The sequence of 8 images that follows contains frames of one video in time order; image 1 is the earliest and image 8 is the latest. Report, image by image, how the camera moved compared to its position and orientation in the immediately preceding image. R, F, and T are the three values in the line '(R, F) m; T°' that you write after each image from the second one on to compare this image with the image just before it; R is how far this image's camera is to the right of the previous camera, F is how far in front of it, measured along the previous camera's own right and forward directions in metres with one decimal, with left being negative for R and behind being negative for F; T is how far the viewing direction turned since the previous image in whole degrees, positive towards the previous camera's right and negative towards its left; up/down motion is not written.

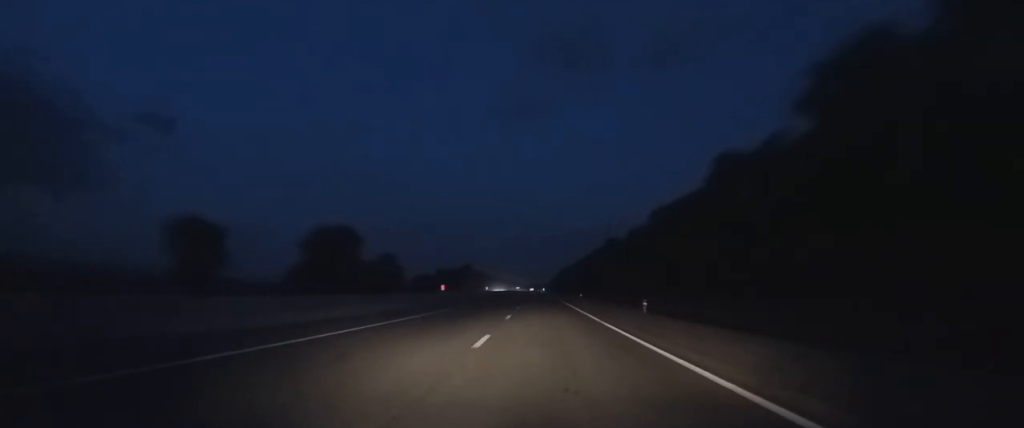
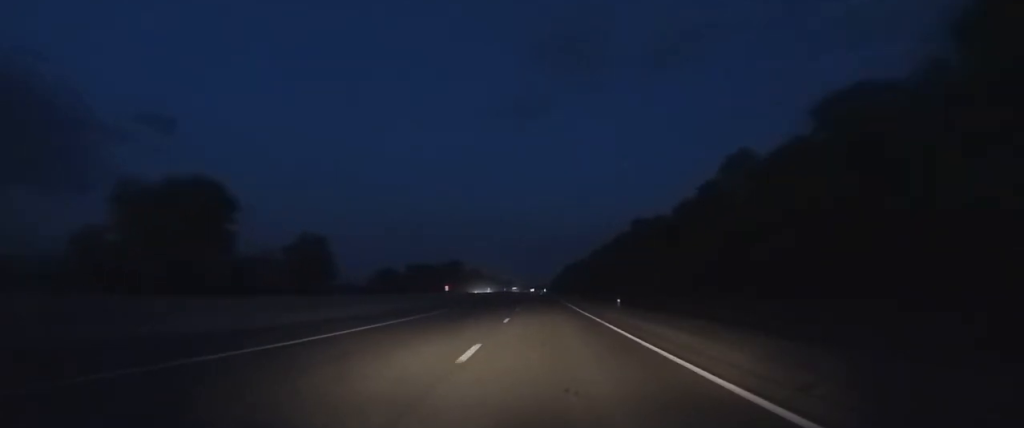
(+0.1, +37.1) m; 0°
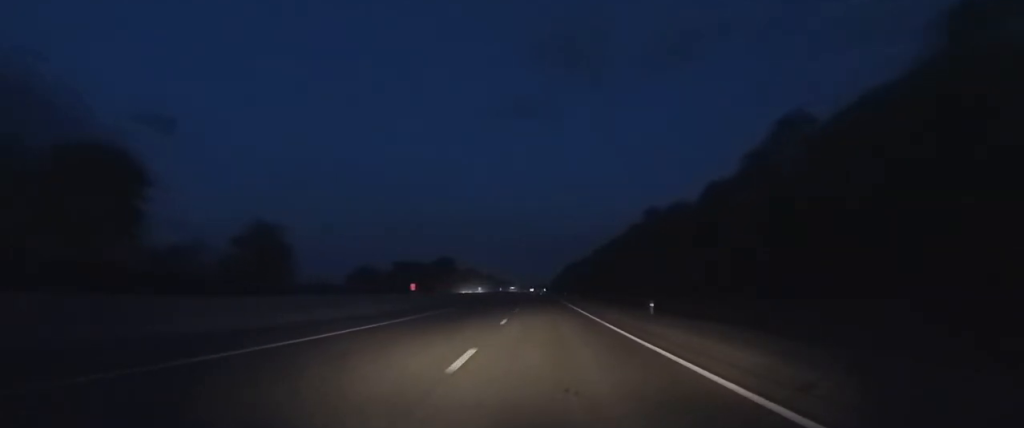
(0.0, +11.7) m; 0°
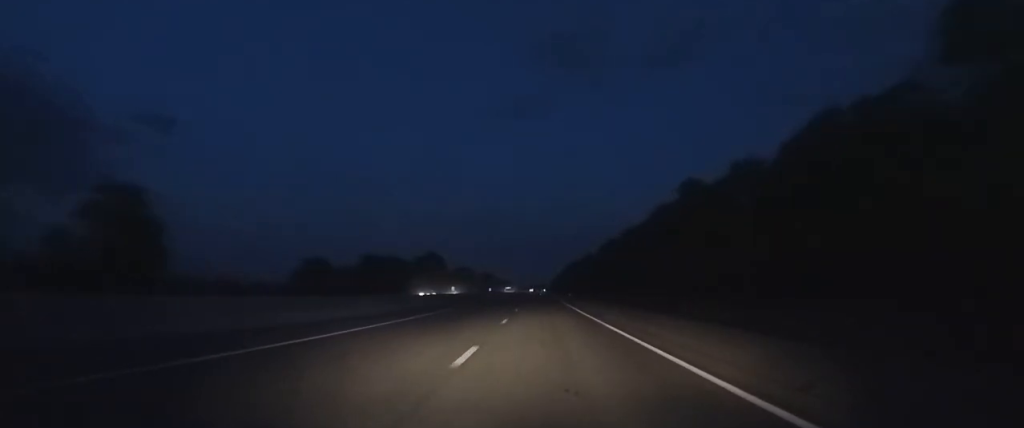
(0.0, +20.0) m; 0°
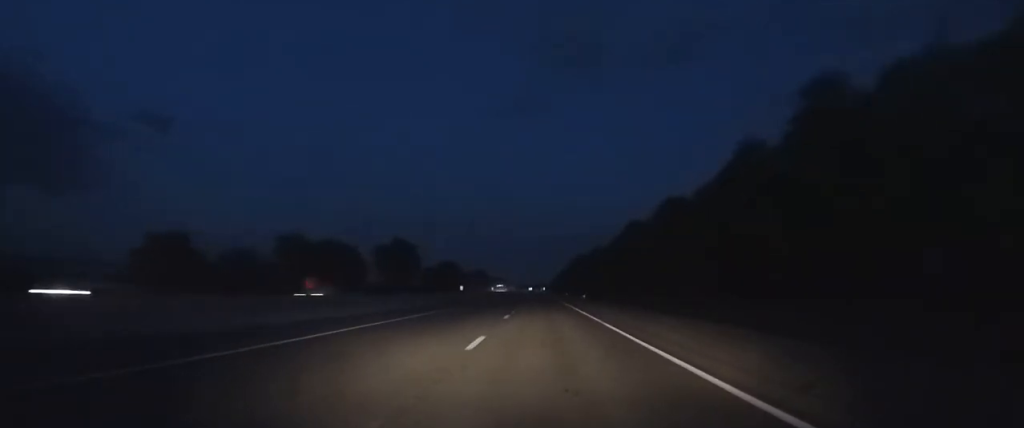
(0.0, +29.9) m; 0°
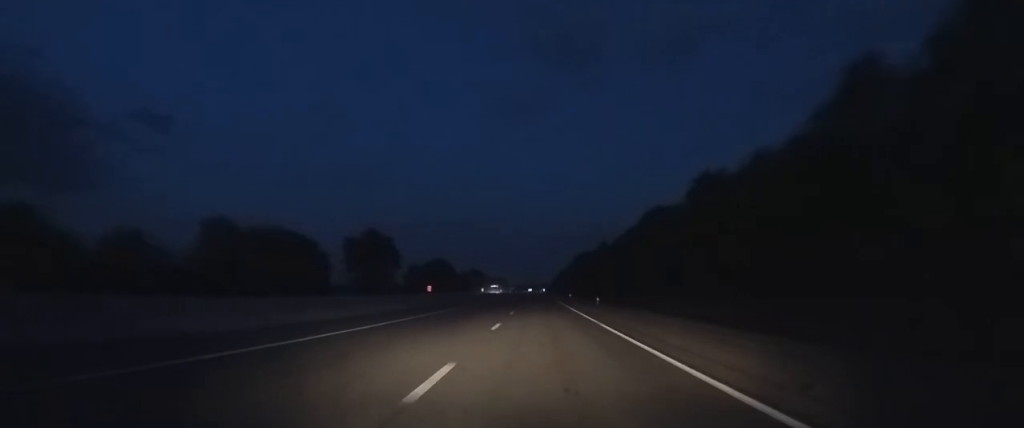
(0.0, +16.4) m; 0°
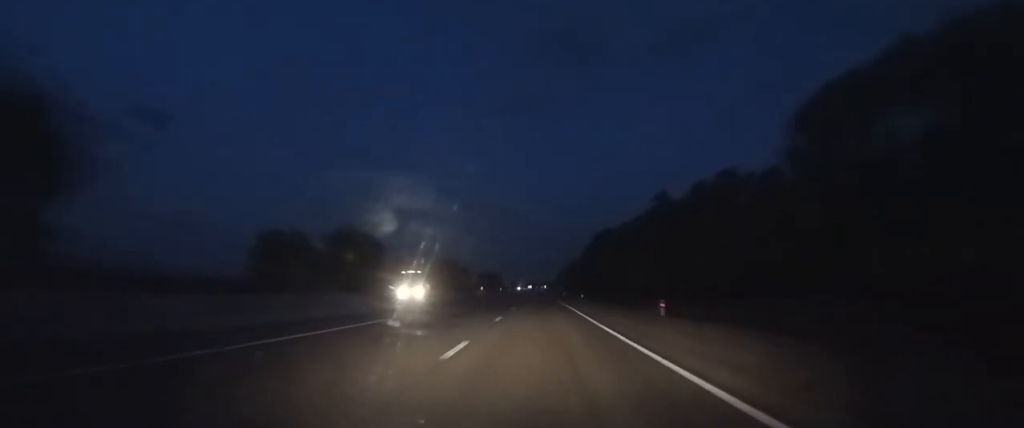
(-0.2, +78.5) m; 0°
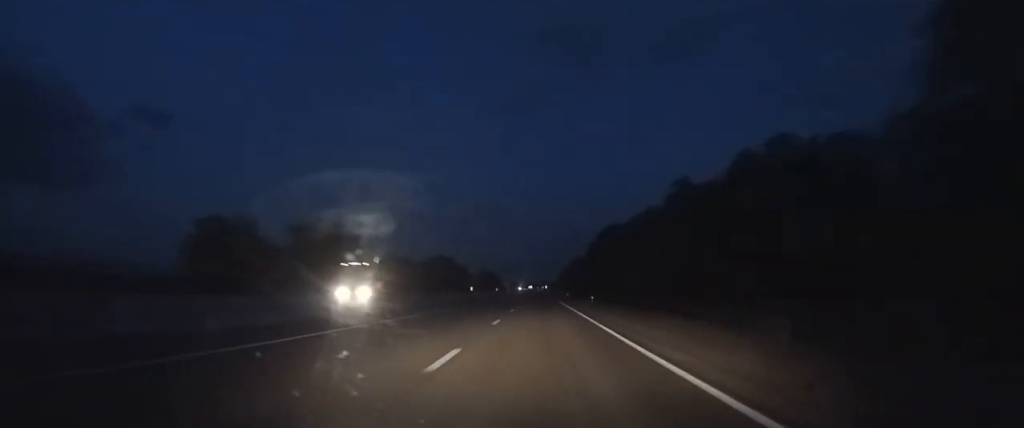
(0.0, +13.4) m; 0°
